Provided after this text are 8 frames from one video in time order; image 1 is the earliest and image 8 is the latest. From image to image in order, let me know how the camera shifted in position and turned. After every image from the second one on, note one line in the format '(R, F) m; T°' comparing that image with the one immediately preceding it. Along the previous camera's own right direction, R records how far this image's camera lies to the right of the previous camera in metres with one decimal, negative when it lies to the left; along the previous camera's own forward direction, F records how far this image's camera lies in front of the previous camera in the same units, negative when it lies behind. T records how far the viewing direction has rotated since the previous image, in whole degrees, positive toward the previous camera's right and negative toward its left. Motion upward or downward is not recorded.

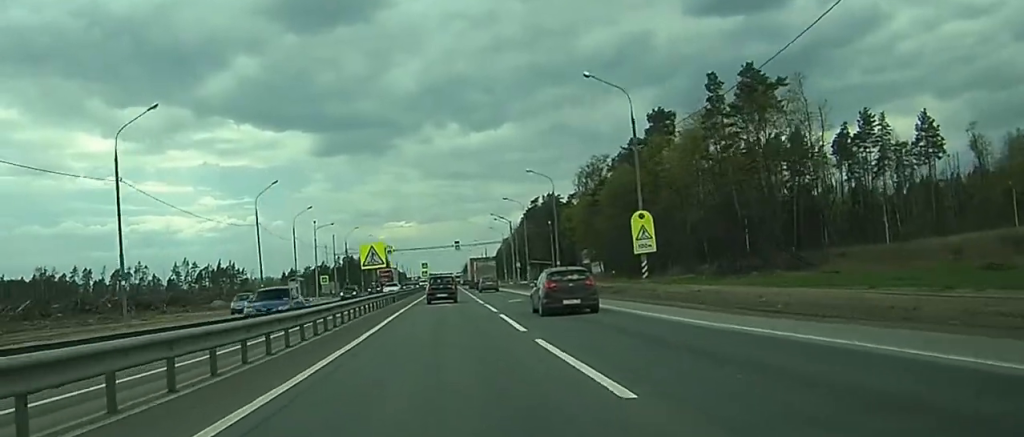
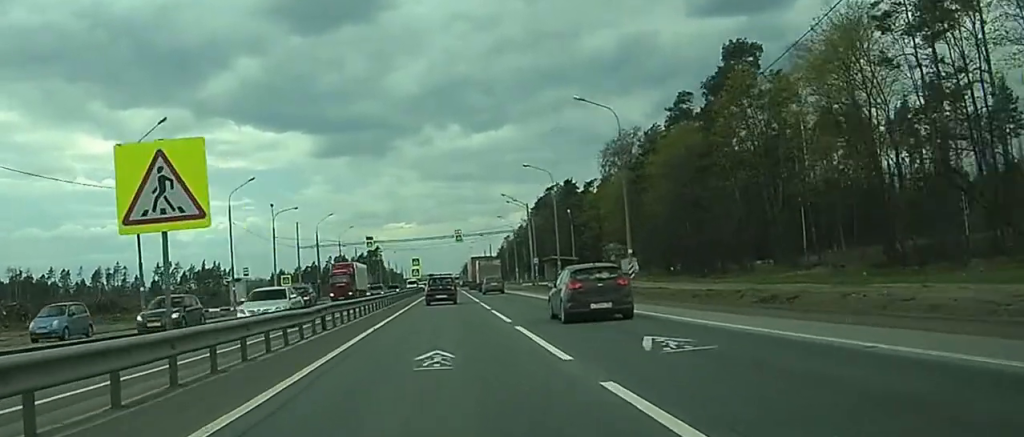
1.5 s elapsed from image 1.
(+0.2, +31.1) m; 0°
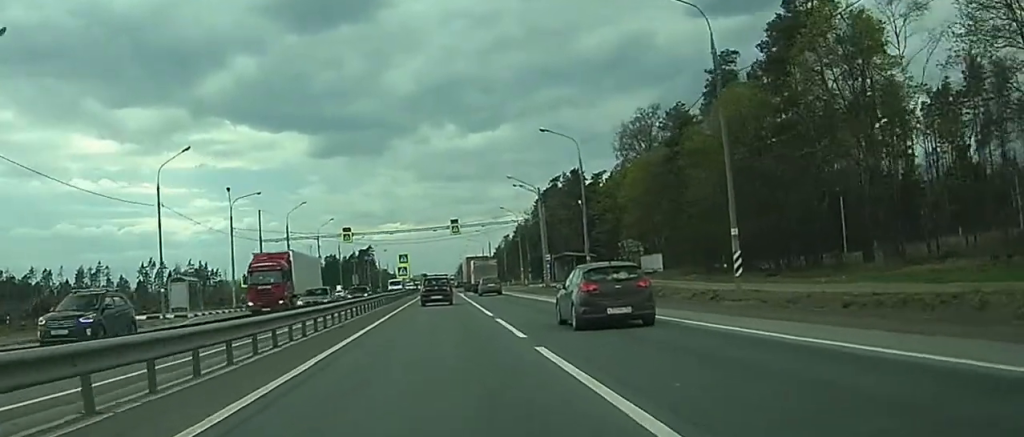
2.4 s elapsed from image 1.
(-0.1, +18.3) m; 0°
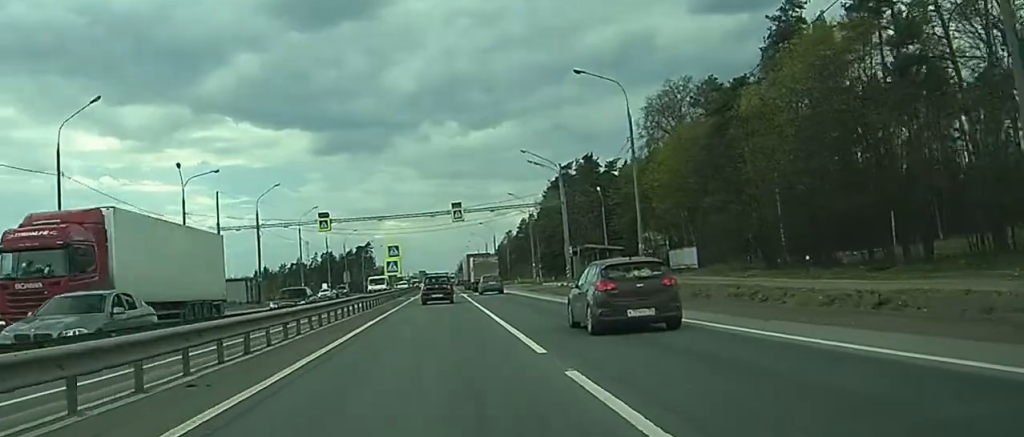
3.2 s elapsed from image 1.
(0.0, +16.3) m; 0°
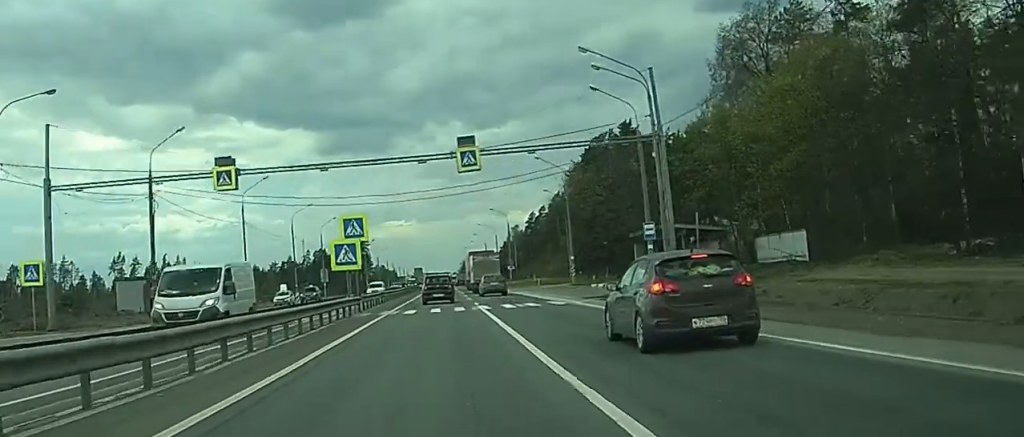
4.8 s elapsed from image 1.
(0.0, +31.7) m; 0°
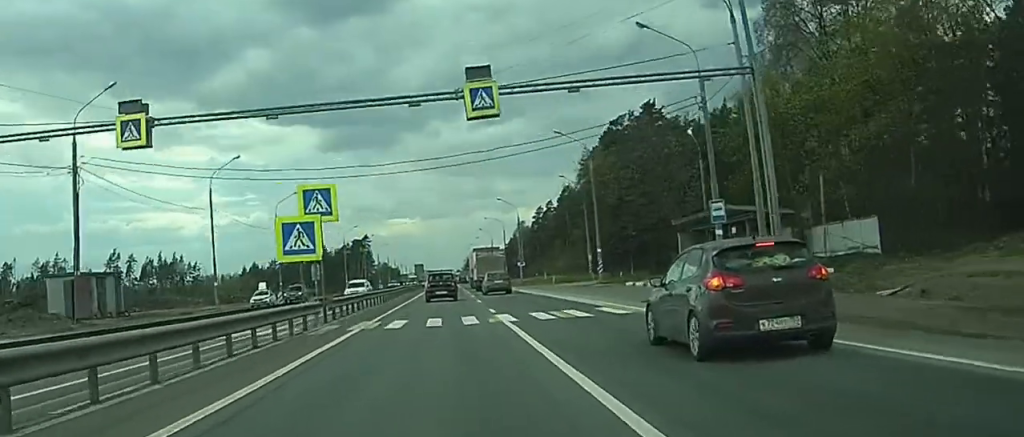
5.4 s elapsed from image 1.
(0.0, +12.0) m; 0°
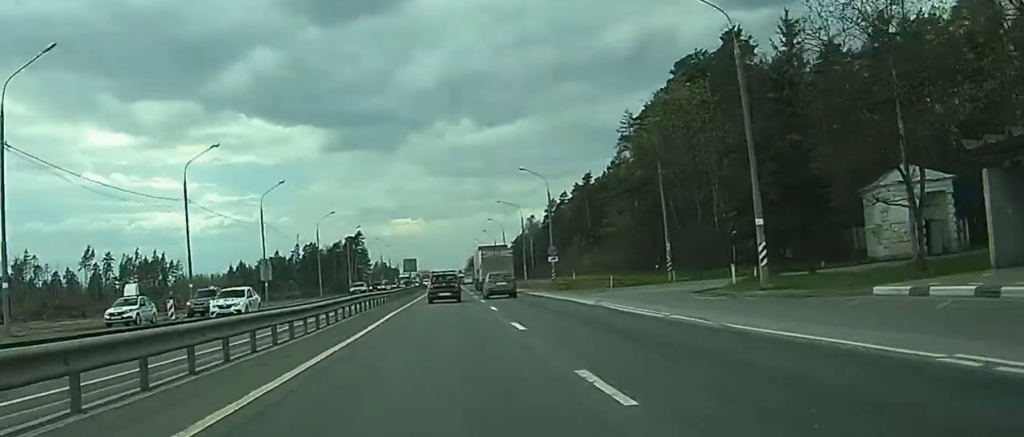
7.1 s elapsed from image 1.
(+0.2, +32.9) m; 0°
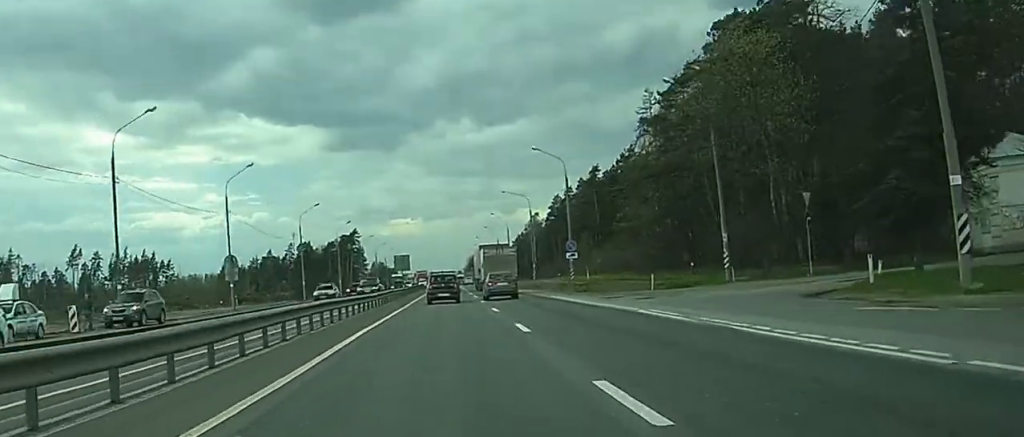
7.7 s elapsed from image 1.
(-0.1, +13.0) m; 0°
